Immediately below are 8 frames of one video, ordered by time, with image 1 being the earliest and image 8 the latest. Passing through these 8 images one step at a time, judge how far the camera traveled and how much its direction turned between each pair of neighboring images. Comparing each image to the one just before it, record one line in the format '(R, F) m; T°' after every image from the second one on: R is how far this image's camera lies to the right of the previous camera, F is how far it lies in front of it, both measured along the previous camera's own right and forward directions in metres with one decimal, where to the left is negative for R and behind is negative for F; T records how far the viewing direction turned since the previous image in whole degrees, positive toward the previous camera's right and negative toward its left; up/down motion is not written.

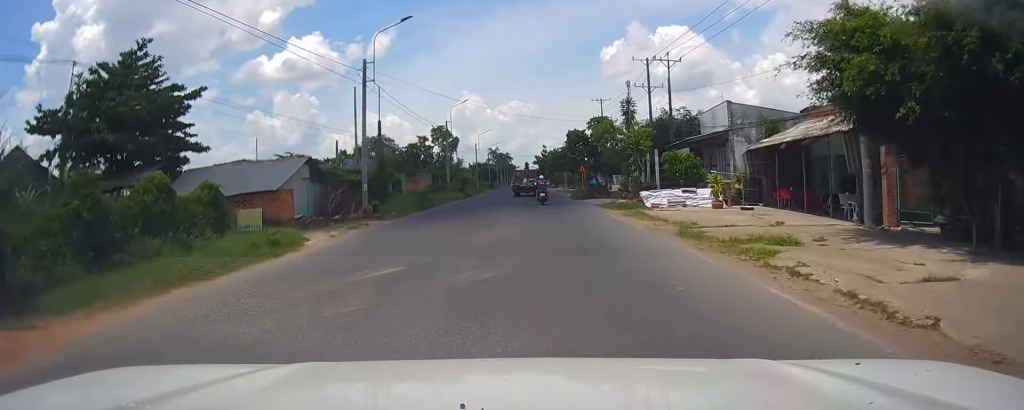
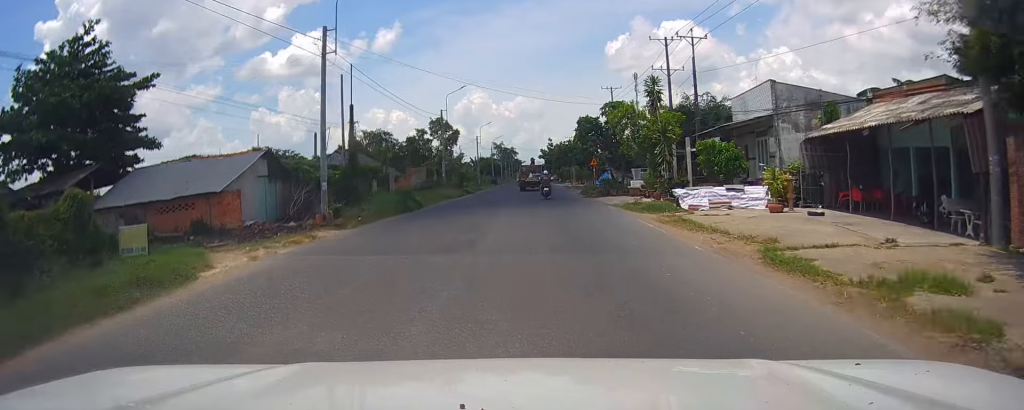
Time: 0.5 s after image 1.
(0.0, +6.0) m; +1°
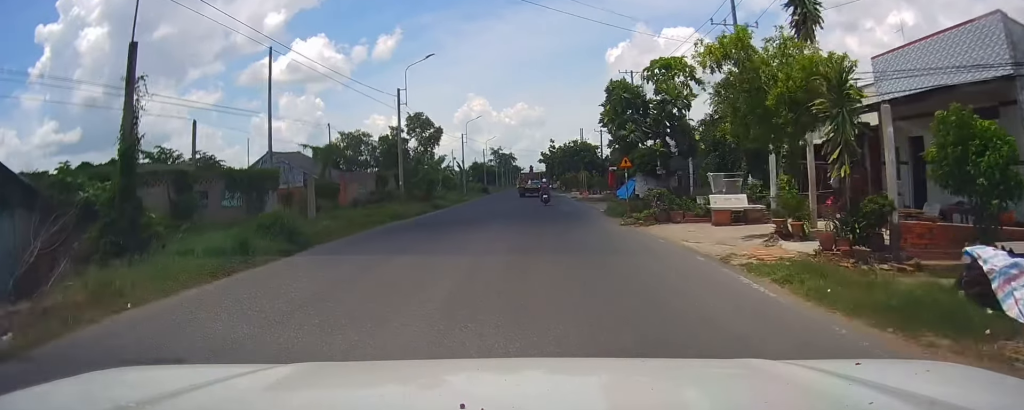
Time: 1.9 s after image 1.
(+0.8, +18.0) m; +2°
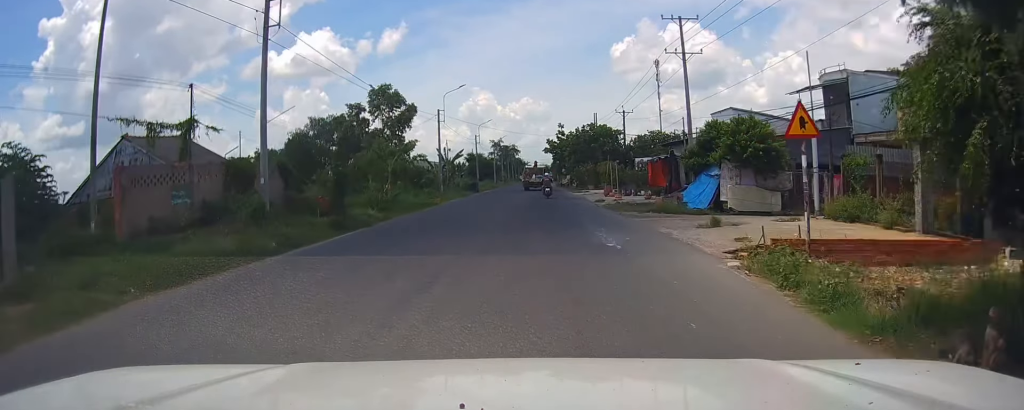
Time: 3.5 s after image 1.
(-0.4, +20.2) m; -1°
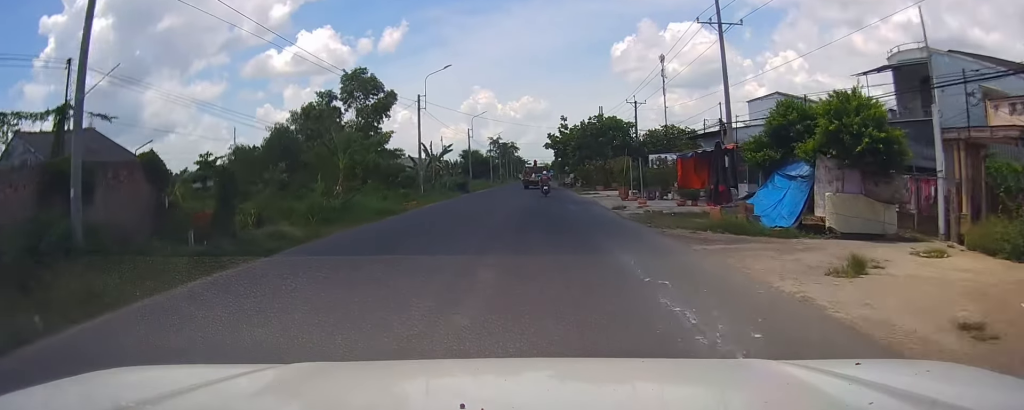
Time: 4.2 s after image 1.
(+0.1, +9.2) m; -1°
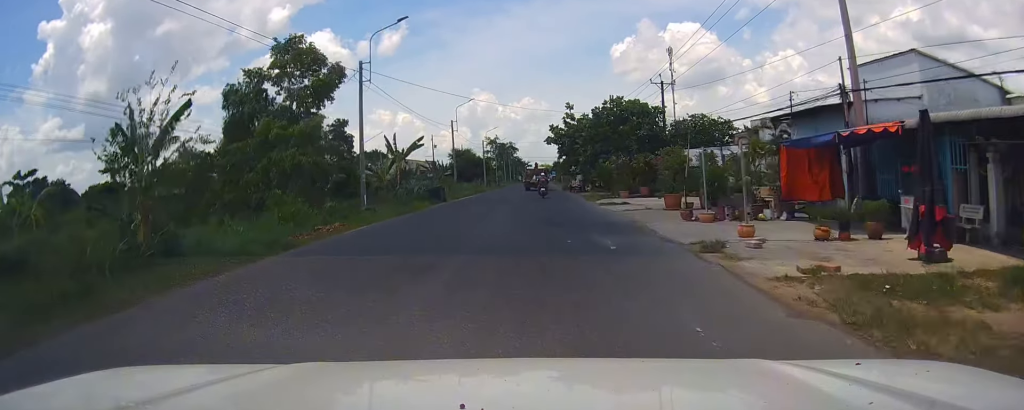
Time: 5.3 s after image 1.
(-0.3, +14.2) m; -2°
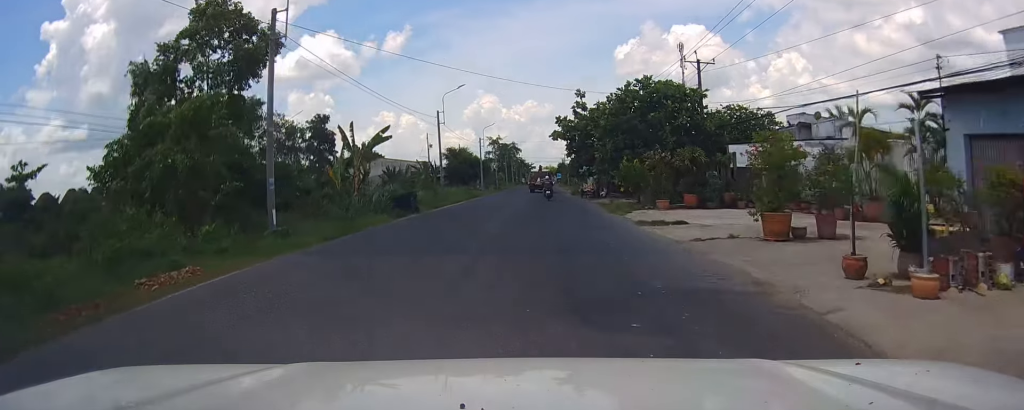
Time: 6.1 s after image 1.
(0.0, +10.6) m; +1°
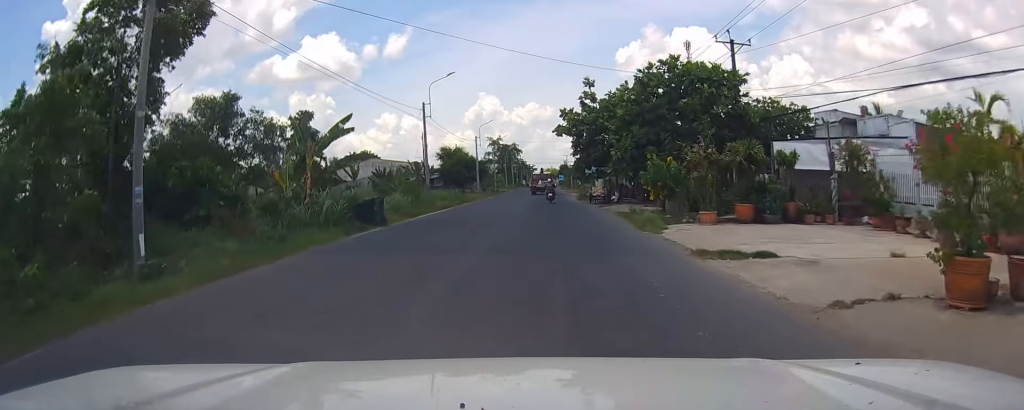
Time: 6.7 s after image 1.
(+0.1, +7.6) m; 0°
